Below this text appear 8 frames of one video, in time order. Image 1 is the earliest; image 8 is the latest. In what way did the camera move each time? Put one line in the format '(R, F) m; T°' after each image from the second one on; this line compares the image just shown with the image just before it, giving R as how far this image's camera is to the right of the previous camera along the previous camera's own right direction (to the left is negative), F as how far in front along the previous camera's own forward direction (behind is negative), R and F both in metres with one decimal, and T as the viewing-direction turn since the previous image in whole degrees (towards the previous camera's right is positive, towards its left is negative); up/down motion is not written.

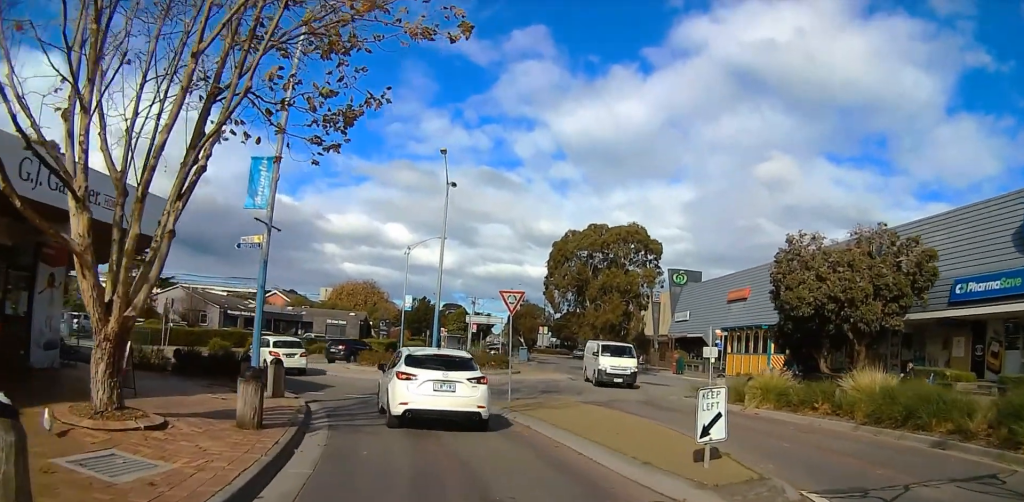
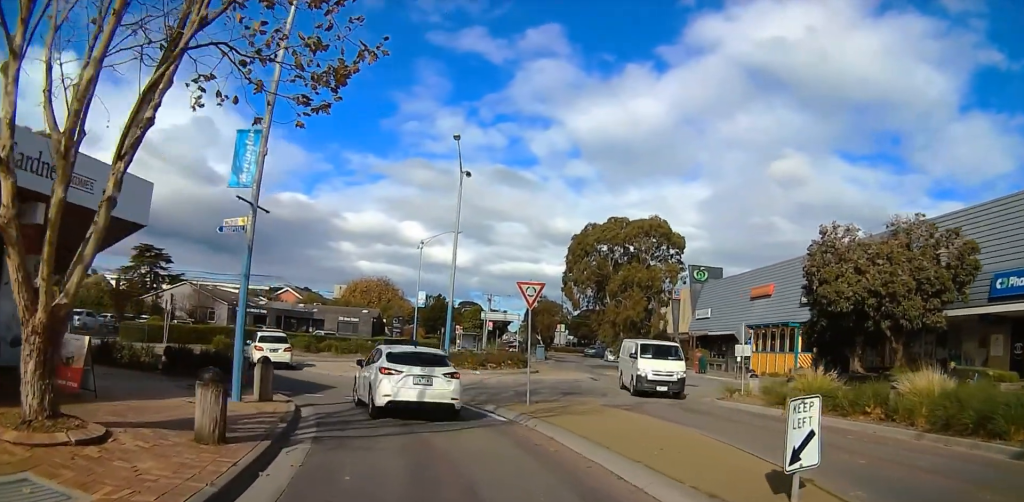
(0.0, +1.6) m; -5°
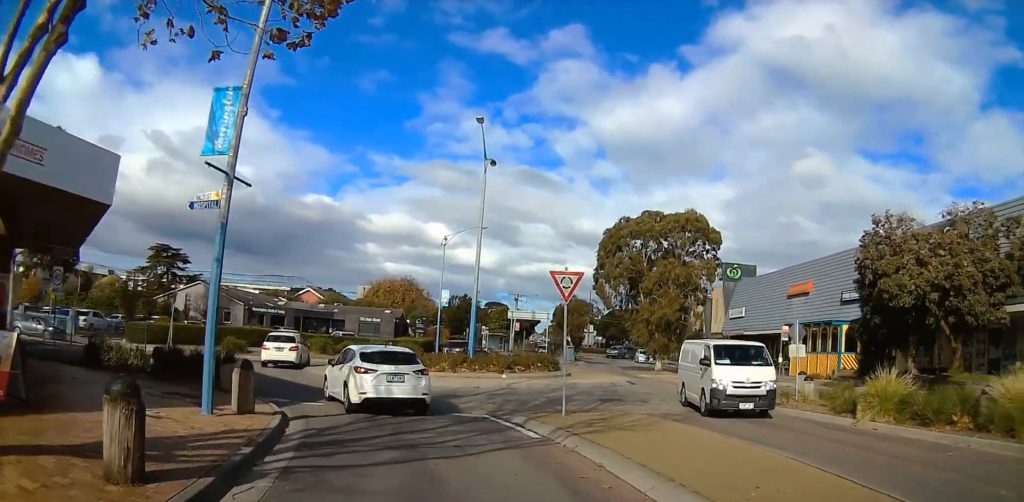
(-0.1, +1.9) m; -5°
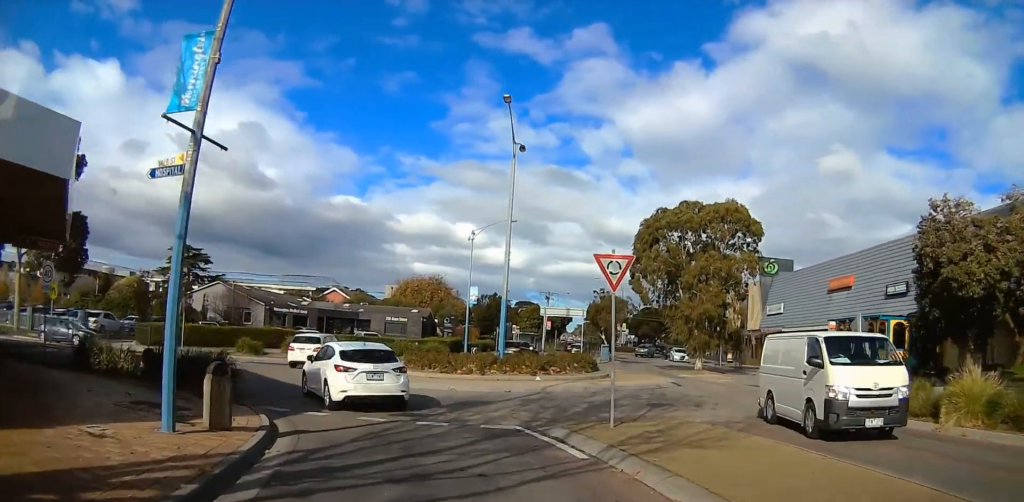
(-0.1, +1.7) m; -3°
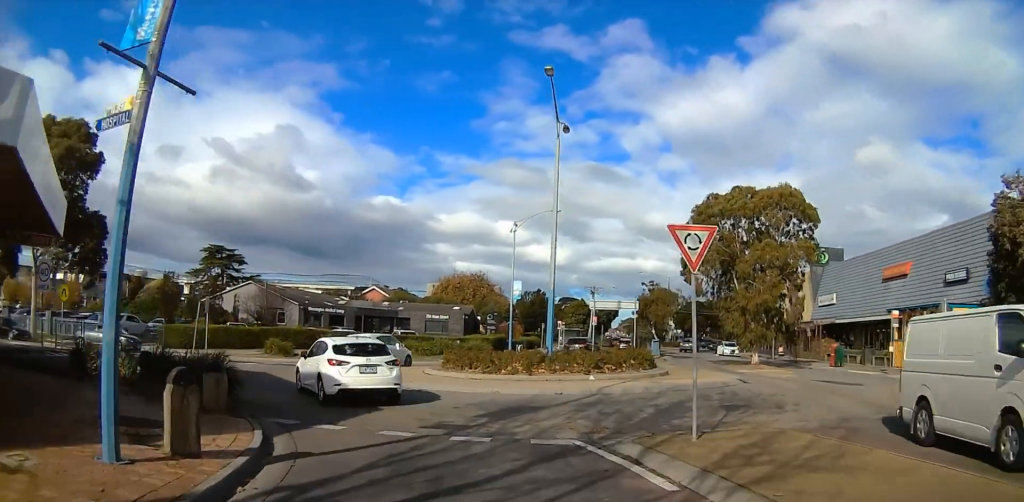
(0.0, +1.7) m; -2°
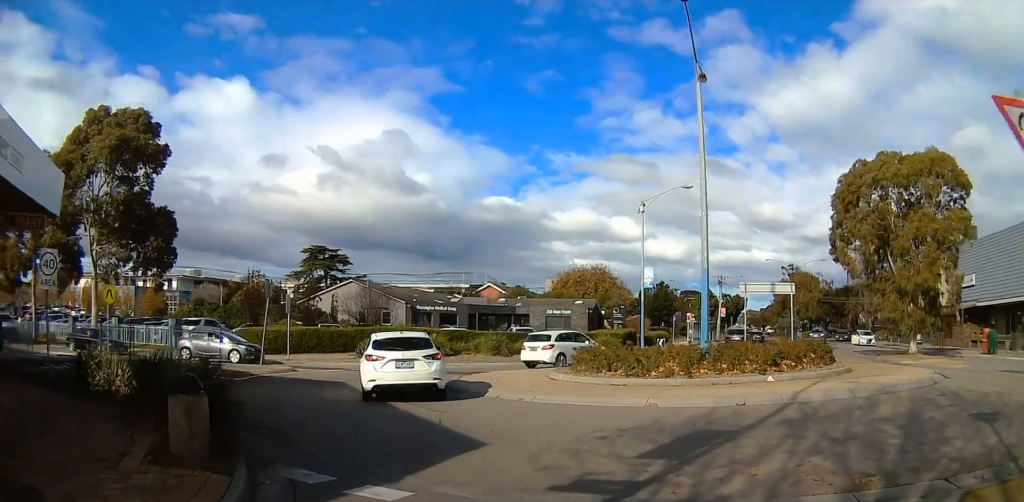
(0.0, +3.7) m; -2°
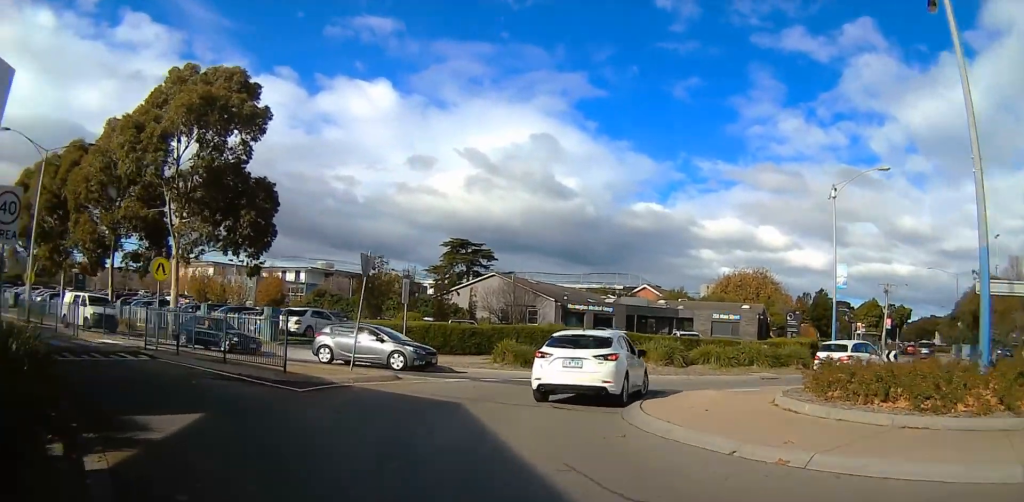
(-0.4, +5.4) m; -11°
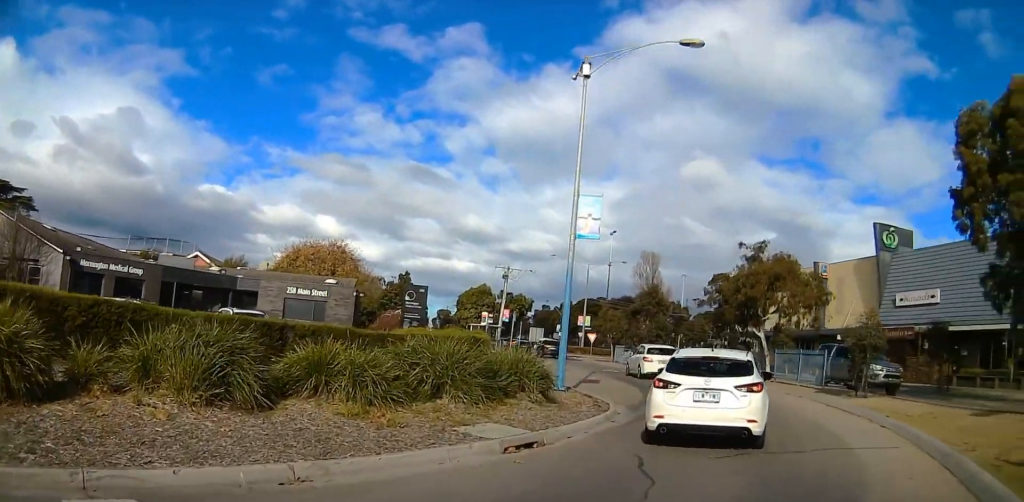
(+1.5, +17.7) m; +25°
